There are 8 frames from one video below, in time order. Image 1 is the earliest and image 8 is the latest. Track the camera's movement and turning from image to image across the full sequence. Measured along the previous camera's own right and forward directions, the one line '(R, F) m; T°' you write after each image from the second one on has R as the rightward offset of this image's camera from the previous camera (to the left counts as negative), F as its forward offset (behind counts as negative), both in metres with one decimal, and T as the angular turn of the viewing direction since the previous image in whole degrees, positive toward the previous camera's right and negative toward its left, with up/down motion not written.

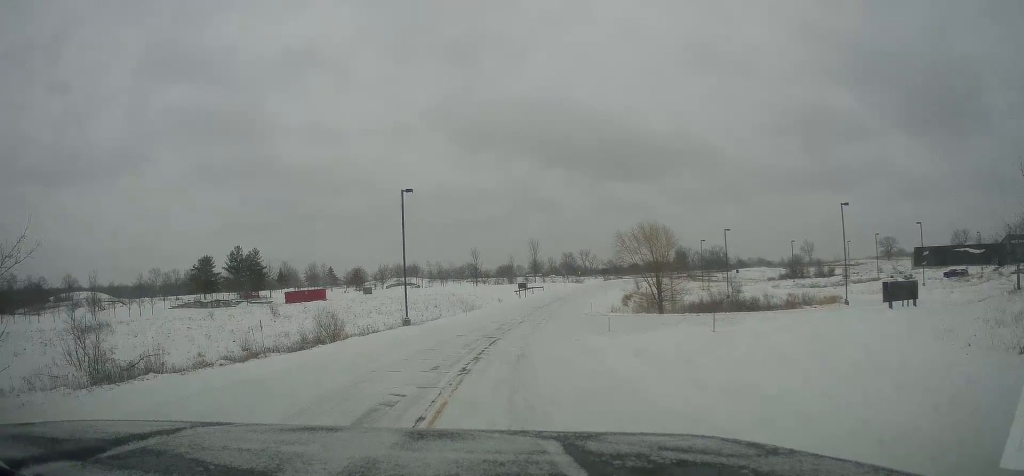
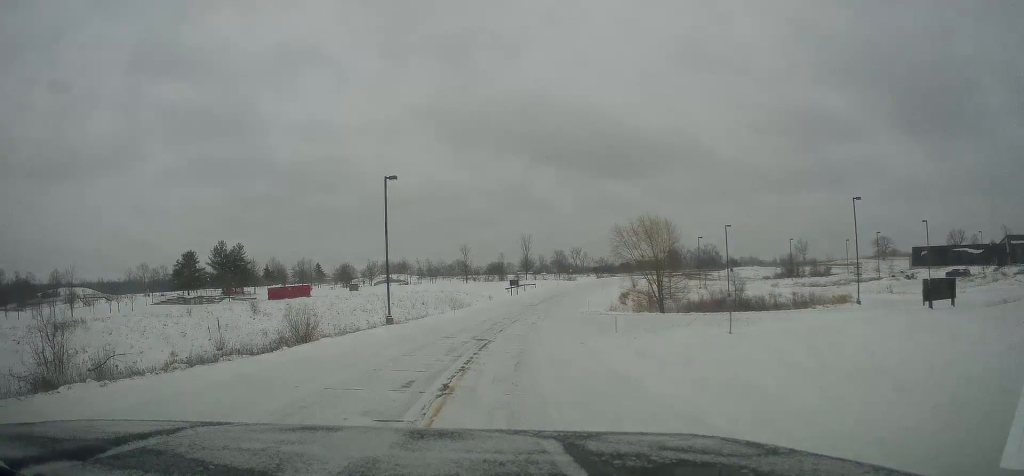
(0.0, +3.7) m; 0°
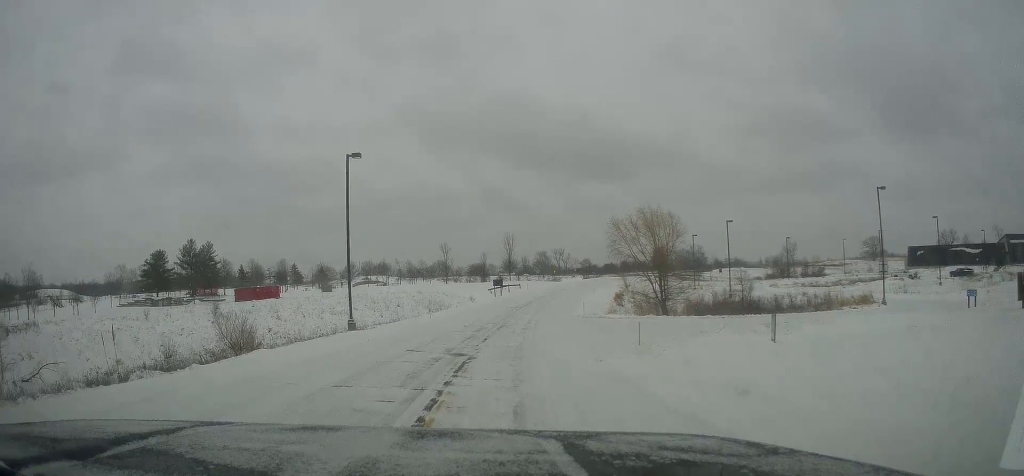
(0.0, +6.6) m; +1°
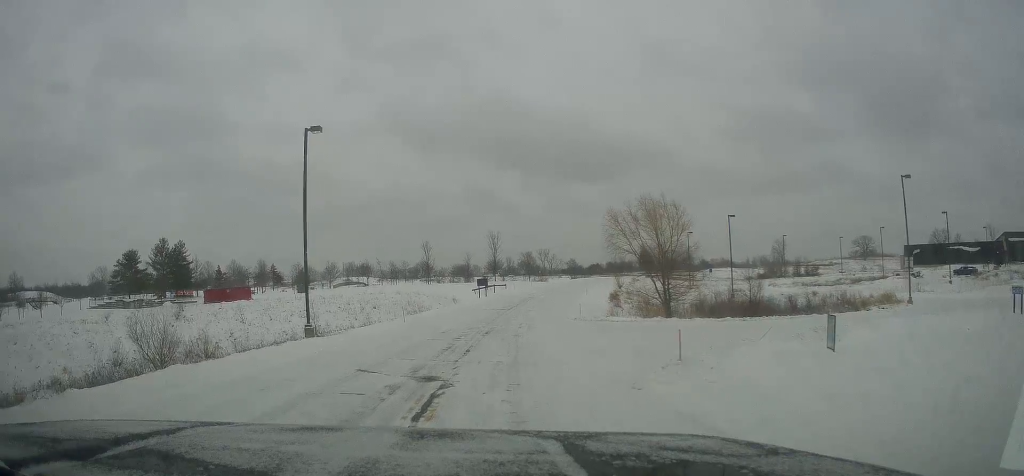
(+0.1, +5.8) m; +3°
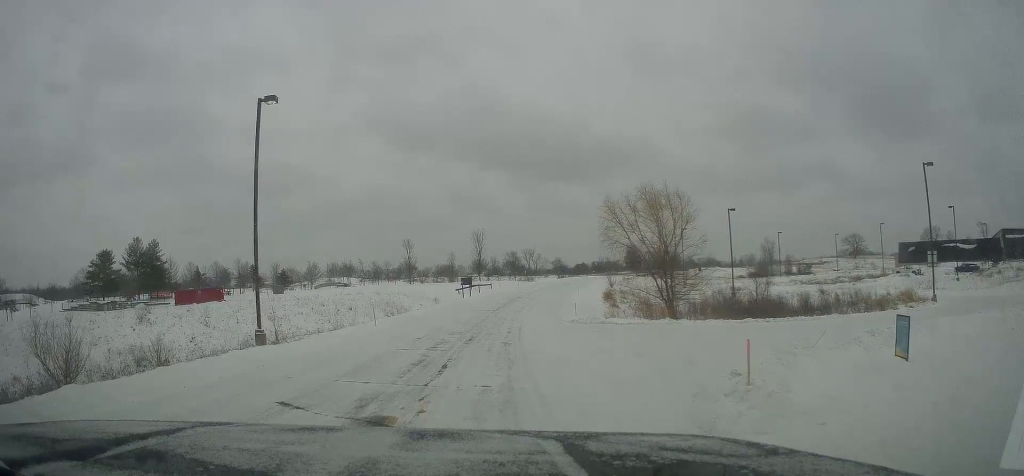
(+0.2, +5.2) m; +2°
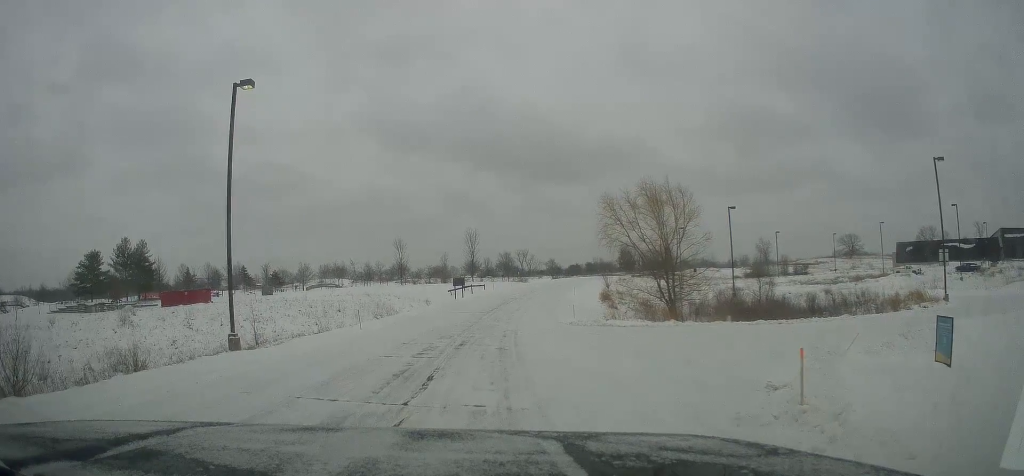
(0.0, +2.4) m; 0°
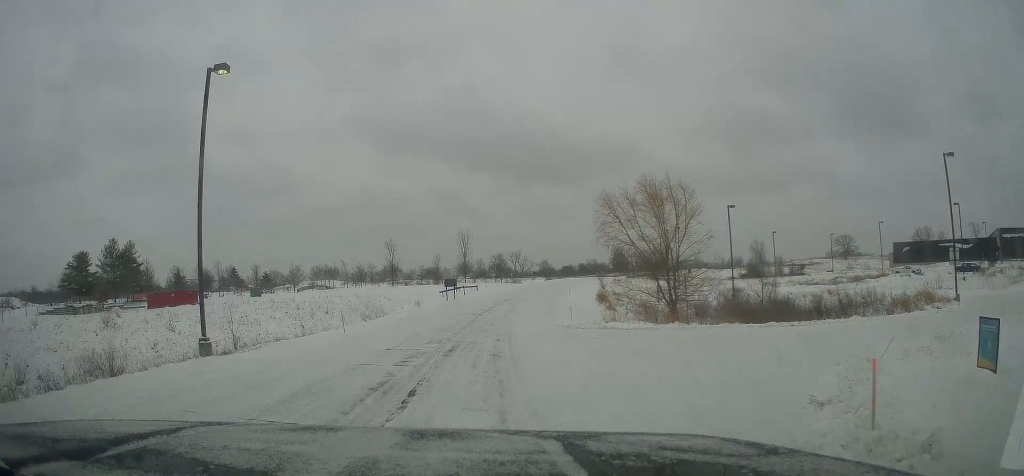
(0.0, +2.3) m; +2°
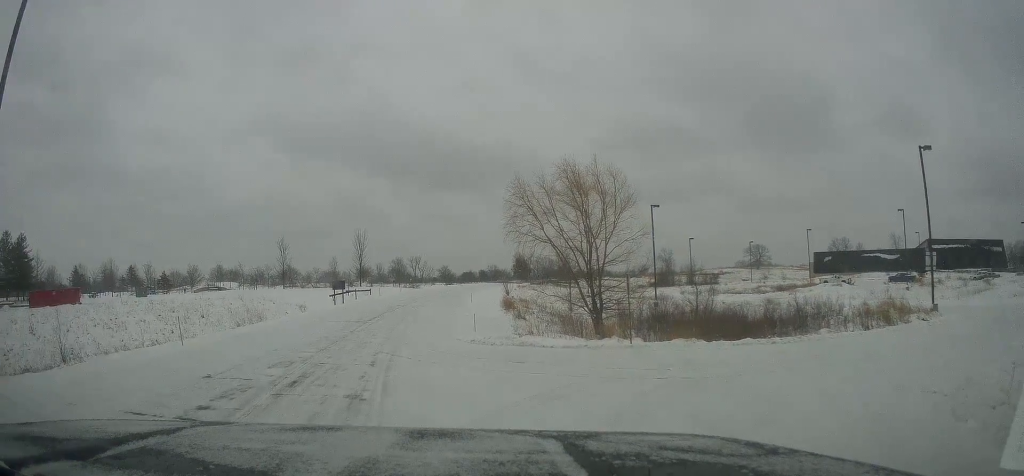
(+1.3, +7.5) m; +22°
